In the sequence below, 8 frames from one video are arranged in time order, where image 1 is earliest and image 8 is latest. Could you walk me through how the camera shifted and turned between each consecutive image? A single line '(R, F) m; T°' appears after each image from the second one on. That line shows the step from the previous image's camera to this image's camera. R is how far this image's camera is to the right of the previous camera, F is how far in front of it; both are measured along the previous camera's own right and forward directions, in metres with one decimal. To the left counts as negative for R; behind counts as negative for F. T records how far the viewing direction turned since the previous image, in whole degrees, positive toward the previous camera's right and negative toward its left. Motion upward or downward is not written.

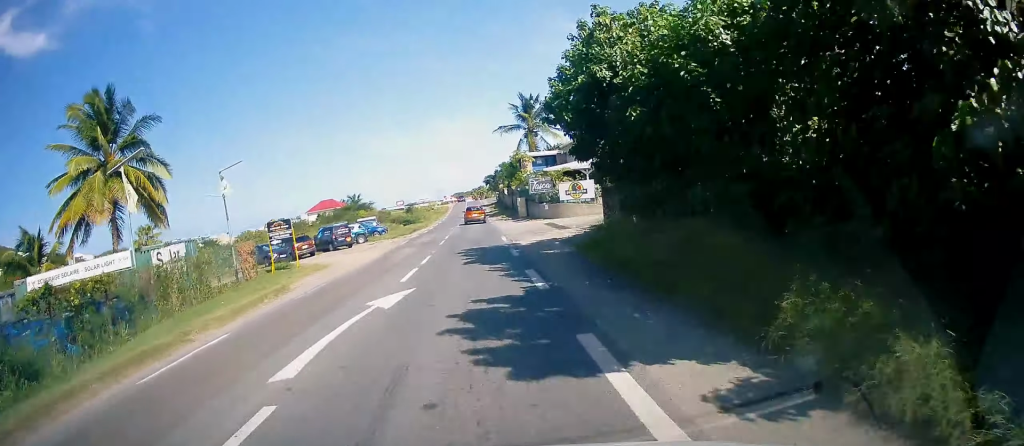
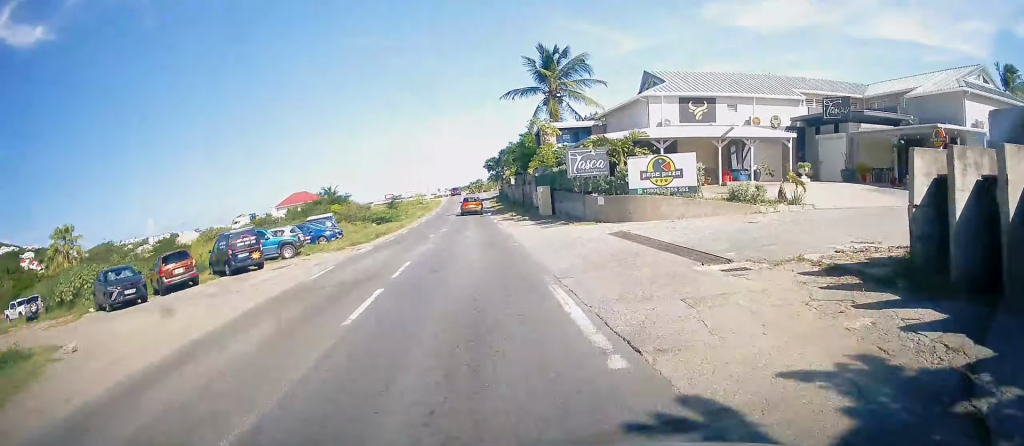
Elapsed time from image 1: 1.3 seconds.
(+0.3, +18.6) m; +2°
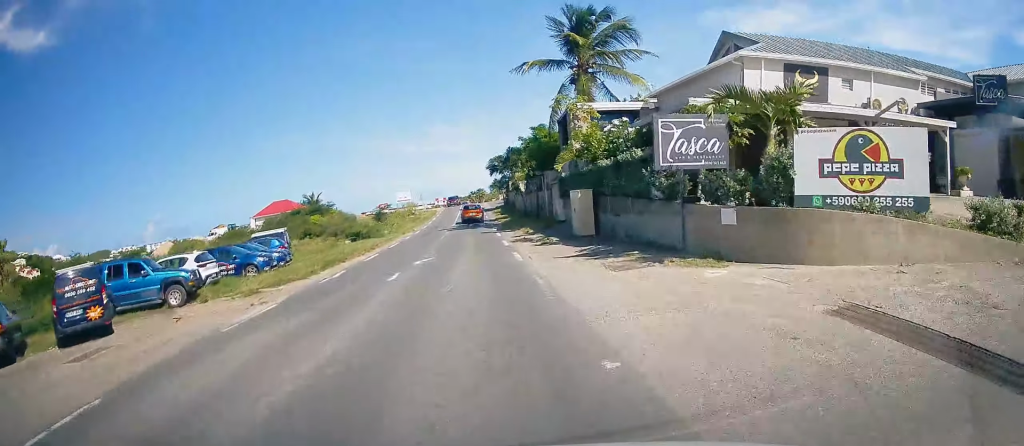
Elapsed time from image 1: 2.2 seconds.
(0.0, +12.0) m; 0°
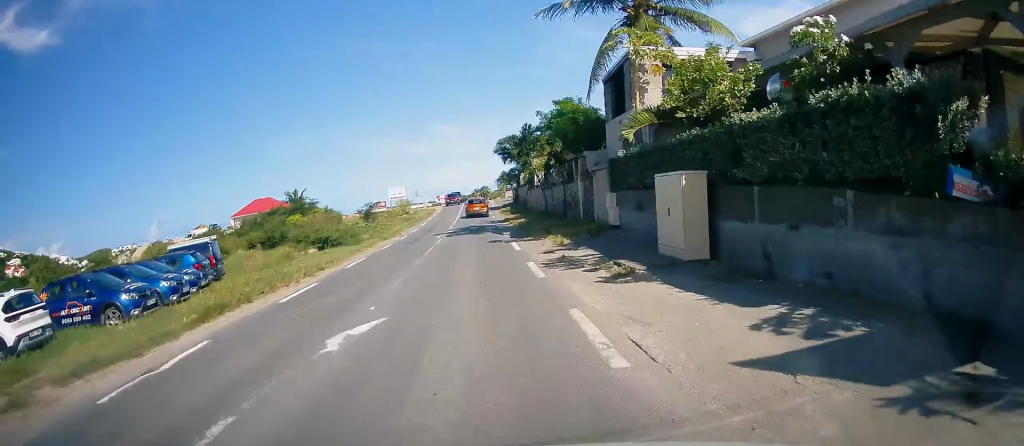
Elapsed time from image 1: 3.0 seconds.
(0.0, +10.5) m; -1°
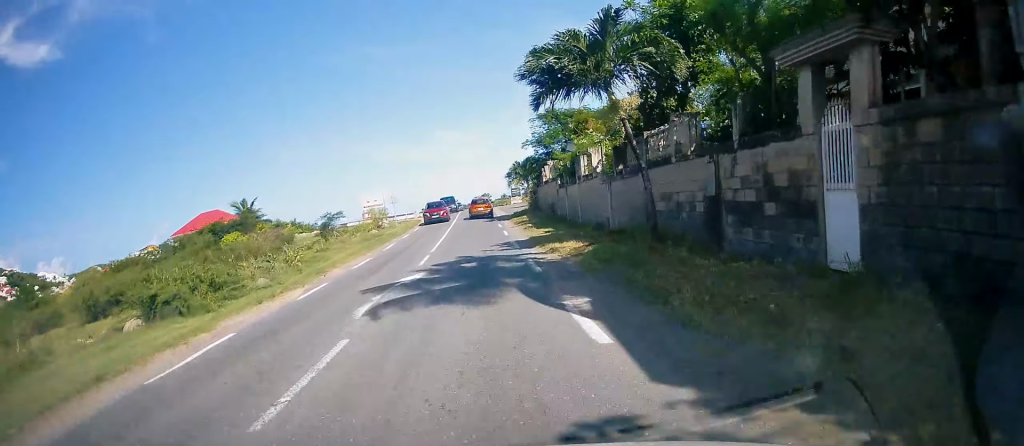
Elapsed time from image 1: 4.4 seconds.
(-0.6, +19.1) m; -2°
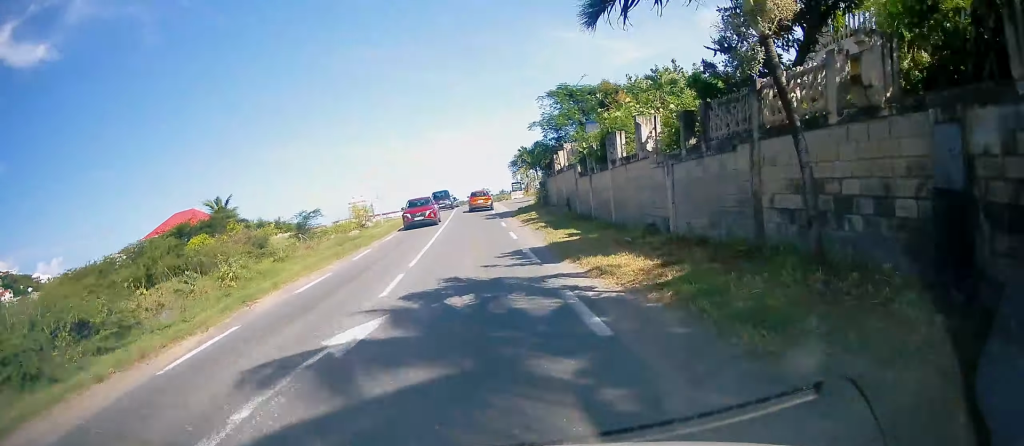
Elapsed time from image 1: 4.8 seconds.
(+0.1, +6.3) m; +1°
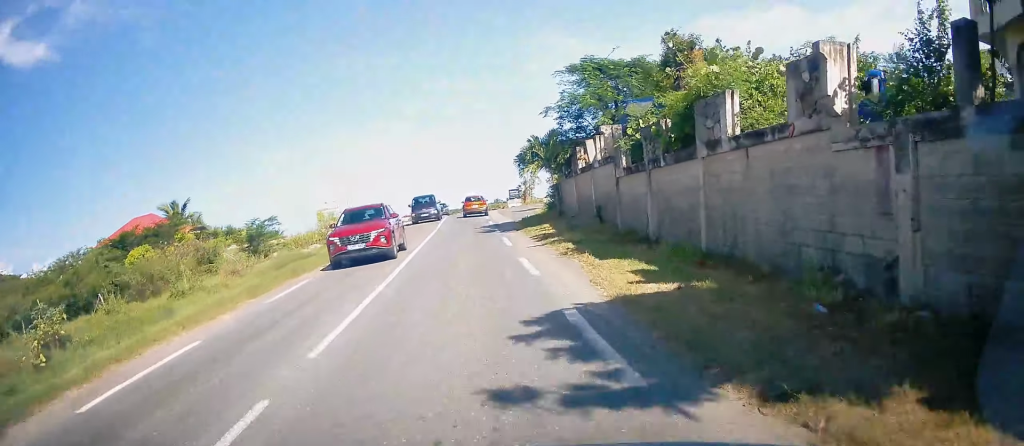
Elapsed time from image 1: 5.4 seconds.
(+0.1, +8.1) m; +1°
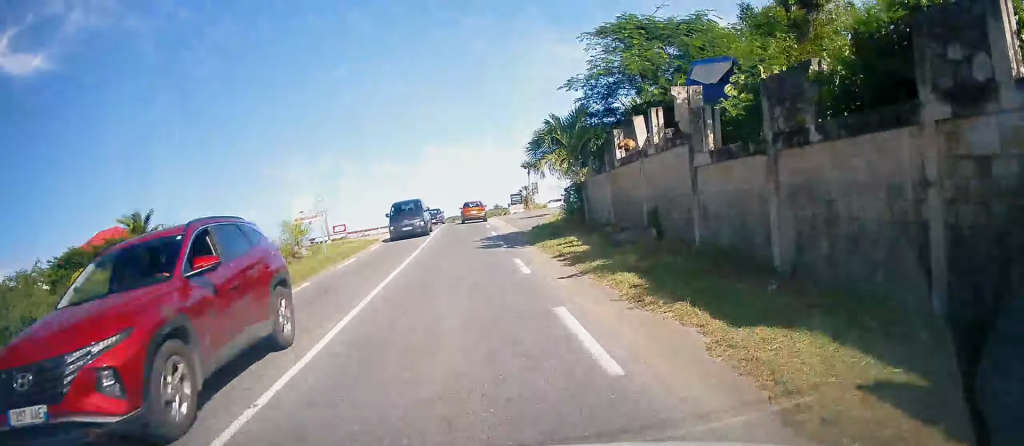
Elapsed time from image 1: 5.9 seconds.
(0.0, +6.1) m; +1°
